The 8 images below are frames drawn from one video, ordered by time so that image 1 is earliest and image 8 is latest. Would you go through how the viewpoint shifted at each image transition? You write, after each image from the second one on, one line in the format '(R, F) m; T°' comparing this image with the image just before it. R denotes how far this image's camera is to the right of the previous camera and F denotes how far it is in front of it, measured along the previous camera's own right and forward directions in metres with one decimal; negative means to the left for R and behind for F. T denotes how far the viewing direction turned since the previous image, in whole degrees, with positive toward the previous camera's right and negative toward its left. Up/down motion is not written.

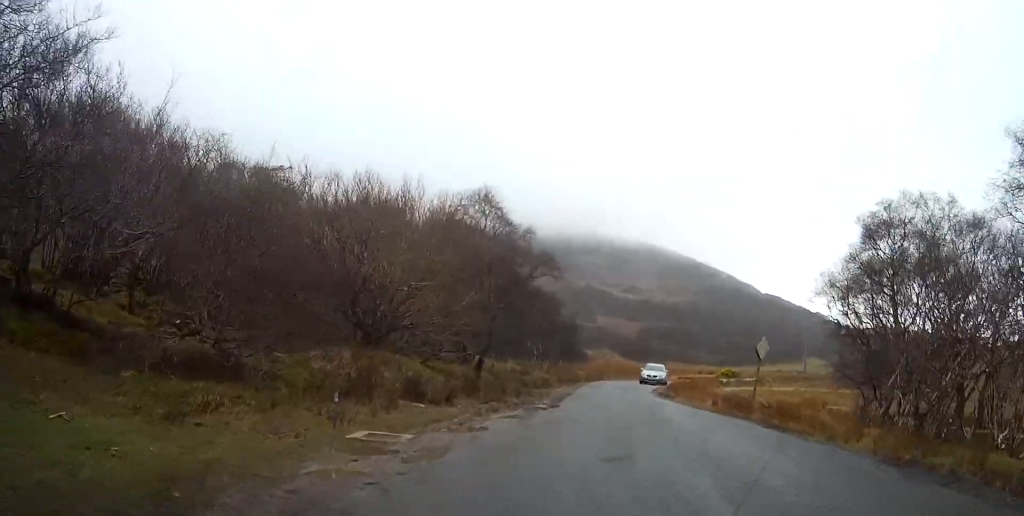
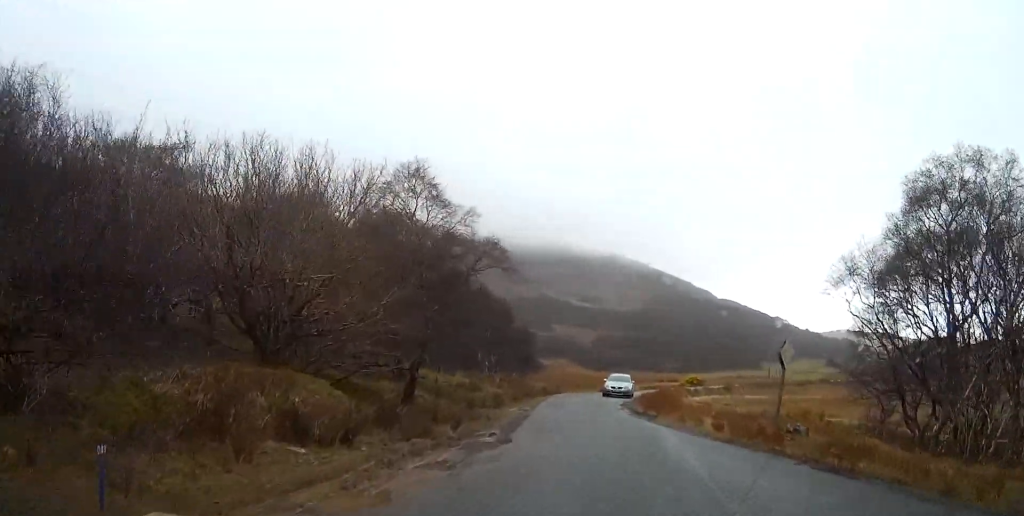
(-0.2, +5.5) m; +1°
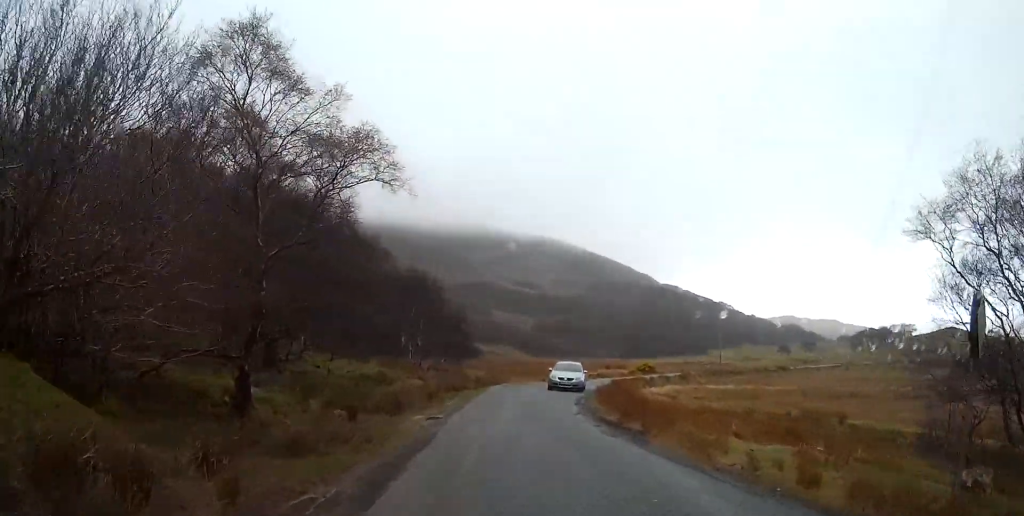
(+0.6, +8.6) m; +5°
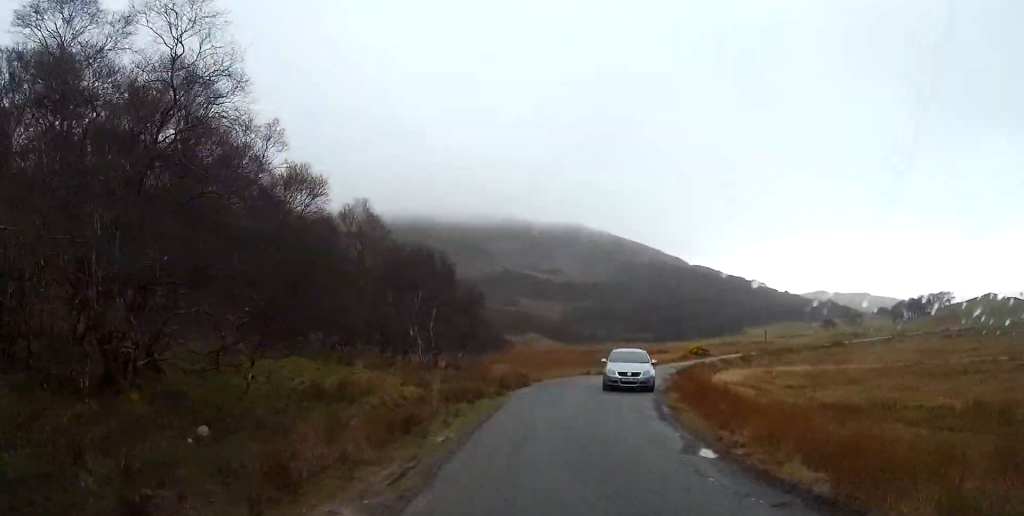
(+0.2, +10.4) m; 0°
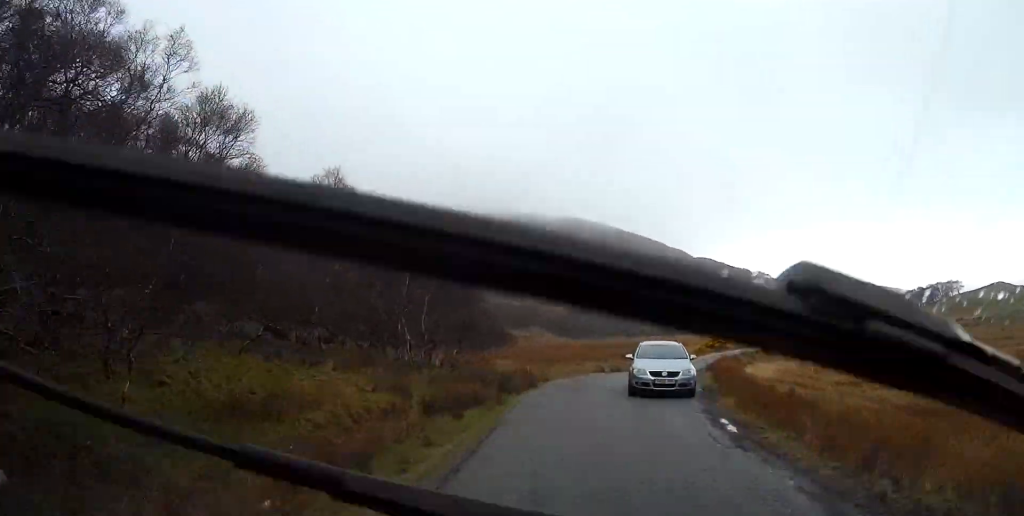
(-0.1, +5.5) m; -1°
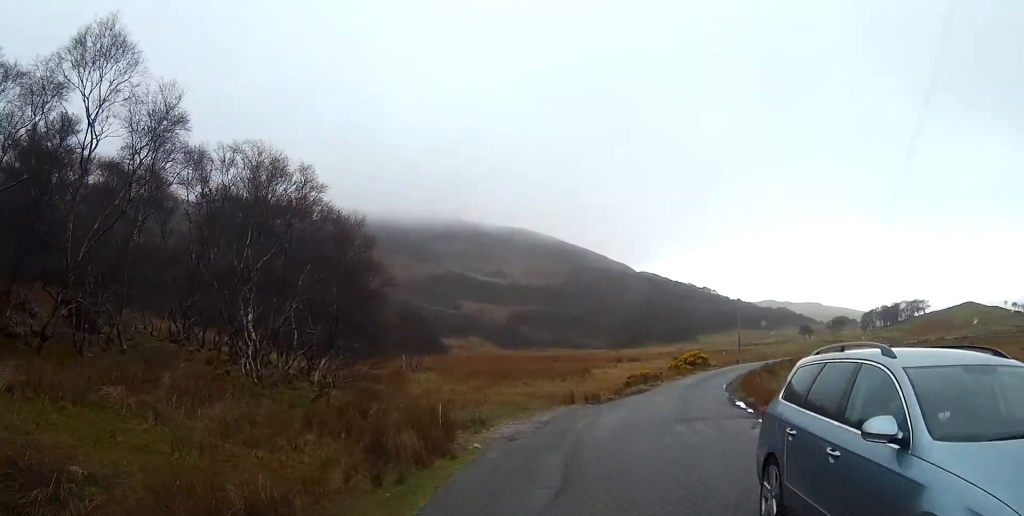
(+0.1, +16.1) m; +4°
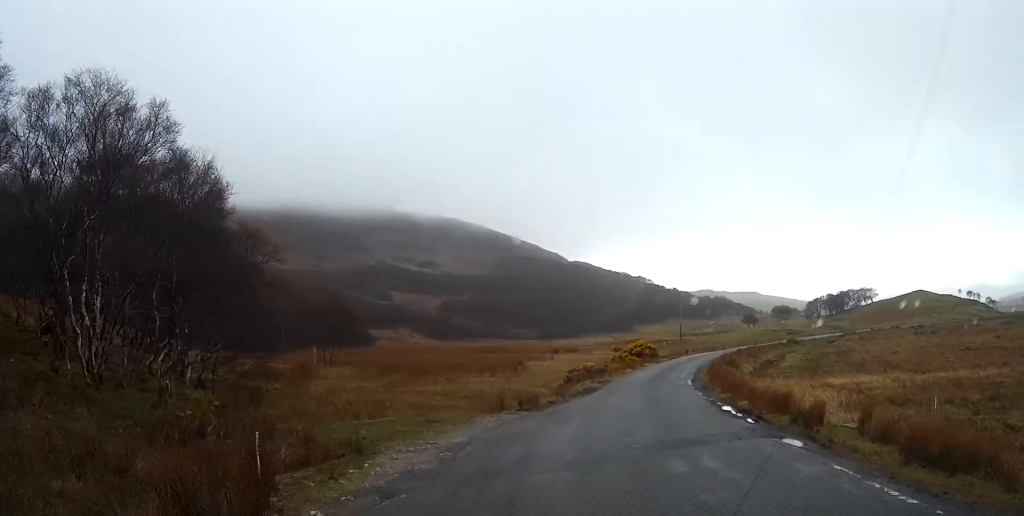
(+0.4, +6.2) m; +6°
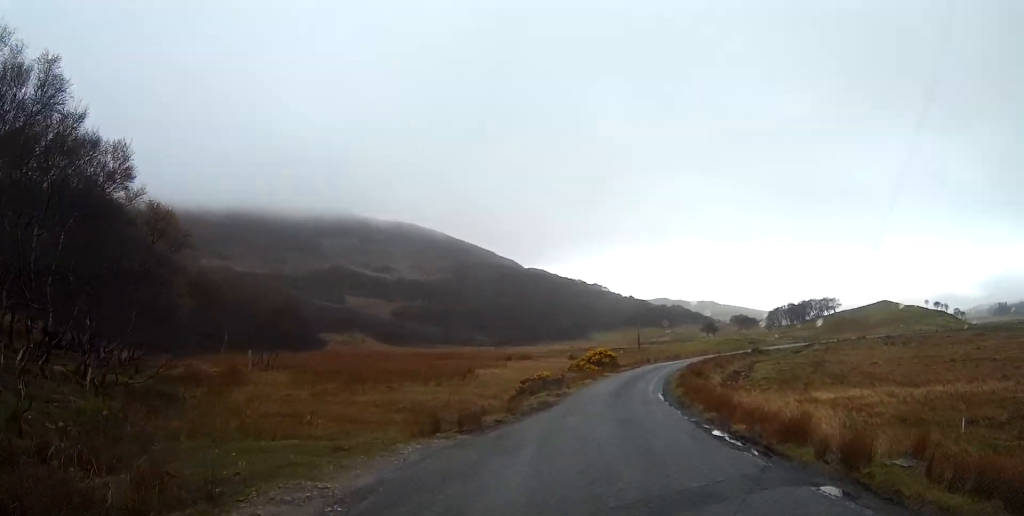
(+0.2, +3.4) m; +3°
